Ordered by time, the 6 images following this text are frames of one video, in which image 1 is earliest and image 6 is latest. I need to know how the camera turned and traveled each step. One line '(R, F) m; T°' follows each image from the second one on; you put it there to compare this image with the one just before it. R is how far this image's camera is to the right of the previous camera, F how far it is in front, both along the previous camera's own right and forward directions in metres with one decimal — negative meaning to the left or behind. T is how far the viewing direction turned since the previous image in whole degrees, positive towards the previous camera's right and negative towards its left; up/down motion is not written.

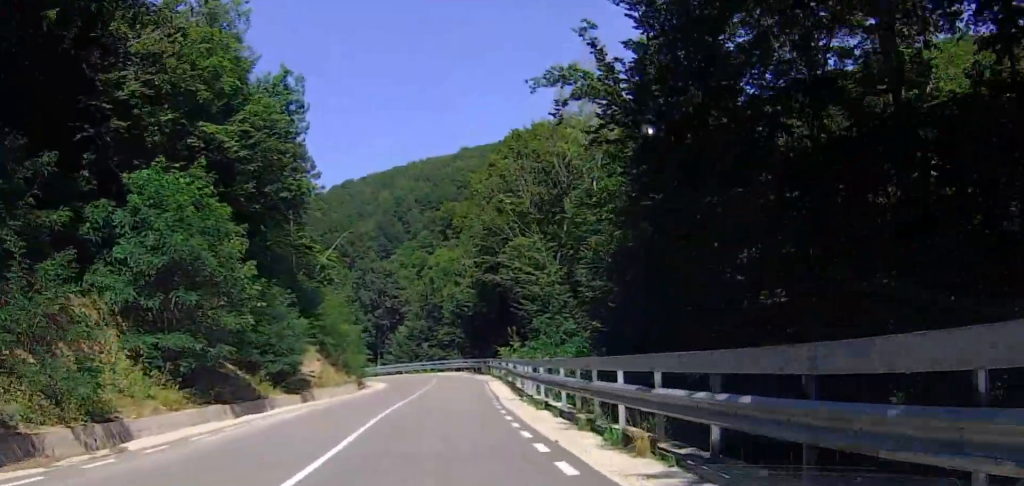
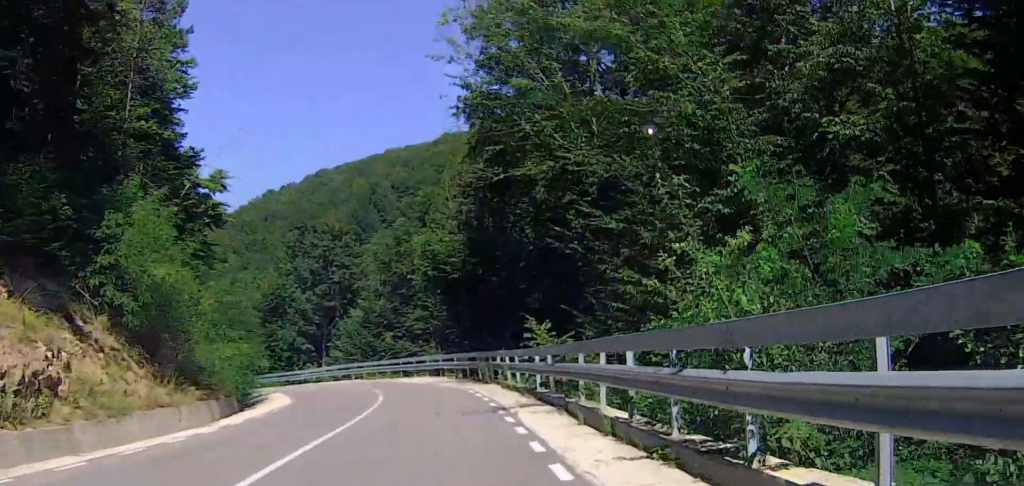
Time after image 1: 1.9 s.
(-0.1, +26.3) m; -1°
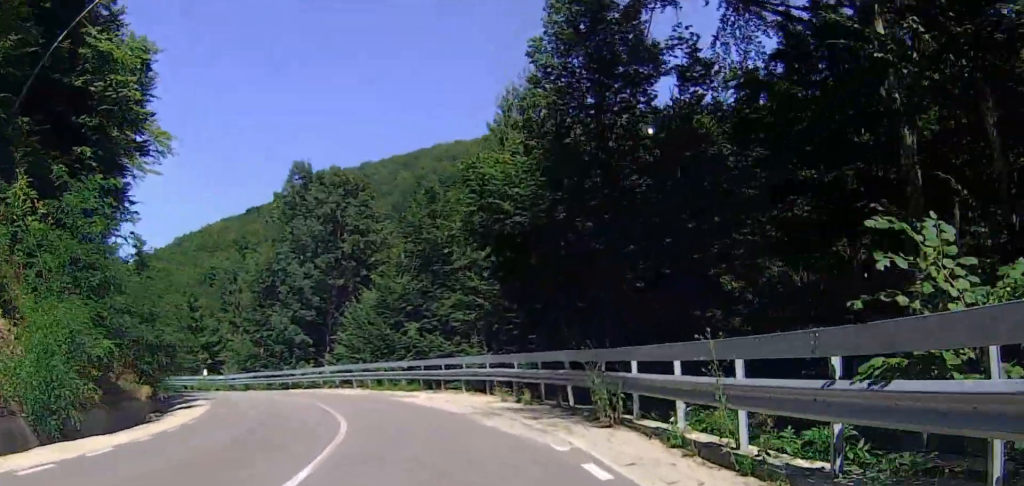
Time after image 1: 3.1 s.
(-0.2, +16.0) m; -6°
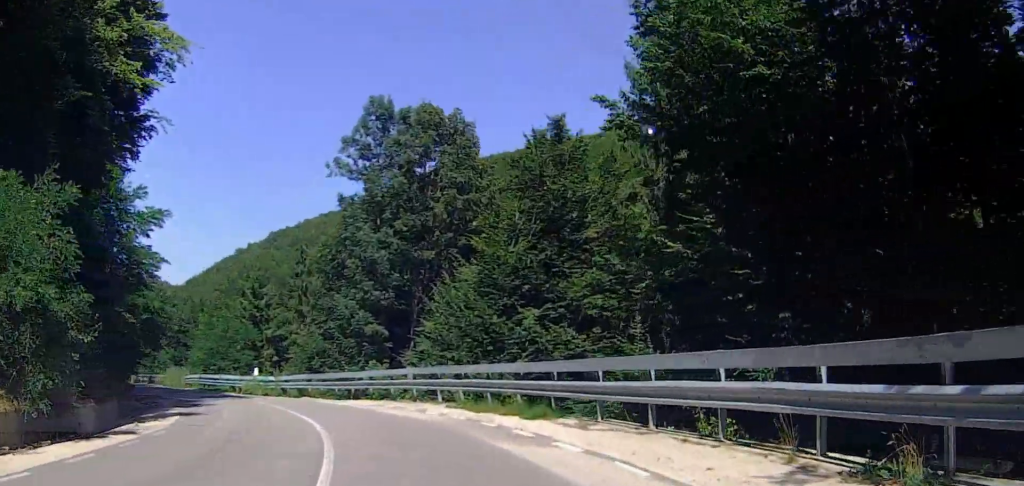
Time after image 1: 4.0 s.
(-0.8, +11.9) m; -7°
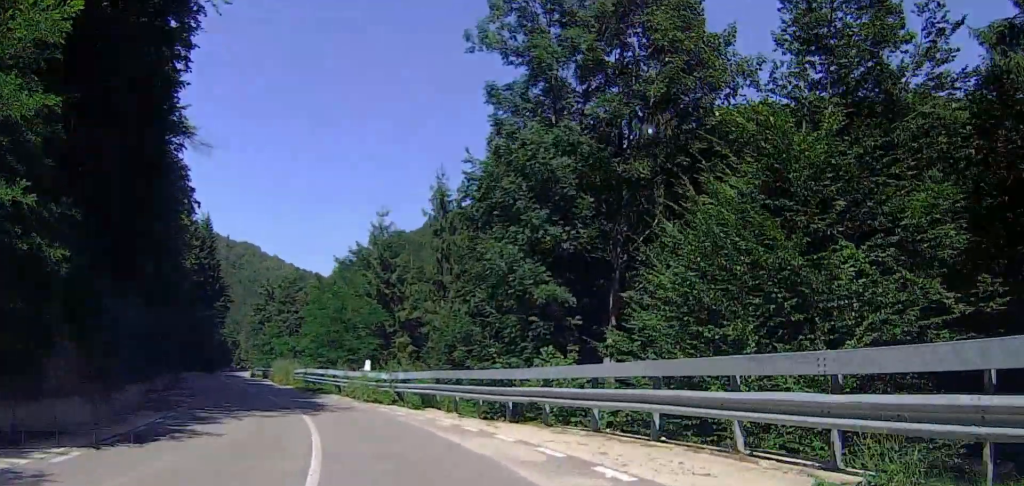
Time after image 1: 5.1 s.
(-1.1, +14.5) m; -12°
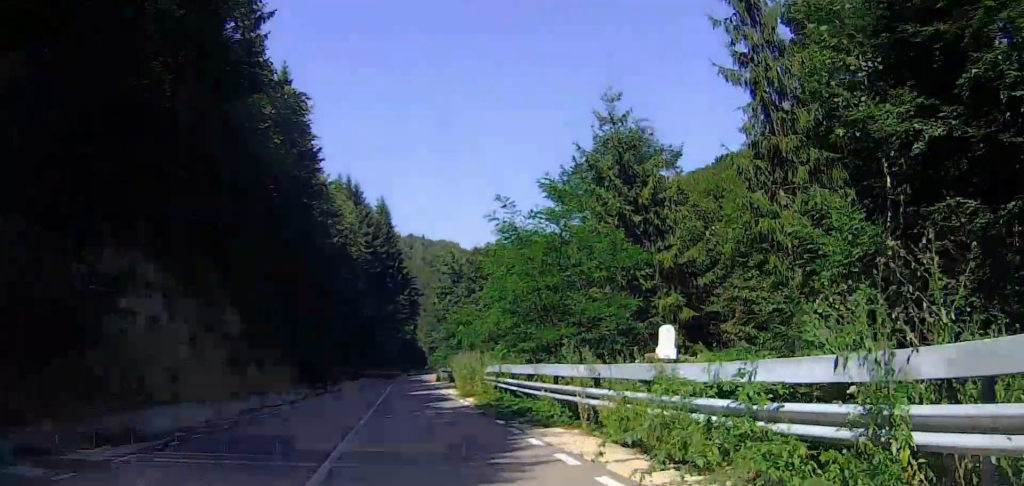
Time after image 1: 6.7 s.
(-3.7, +20.0) m; -18°
